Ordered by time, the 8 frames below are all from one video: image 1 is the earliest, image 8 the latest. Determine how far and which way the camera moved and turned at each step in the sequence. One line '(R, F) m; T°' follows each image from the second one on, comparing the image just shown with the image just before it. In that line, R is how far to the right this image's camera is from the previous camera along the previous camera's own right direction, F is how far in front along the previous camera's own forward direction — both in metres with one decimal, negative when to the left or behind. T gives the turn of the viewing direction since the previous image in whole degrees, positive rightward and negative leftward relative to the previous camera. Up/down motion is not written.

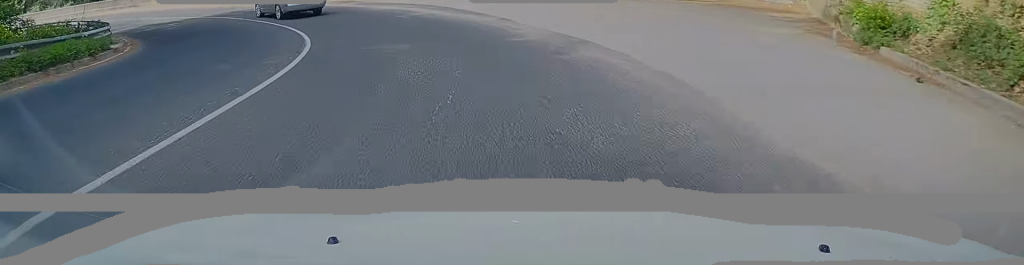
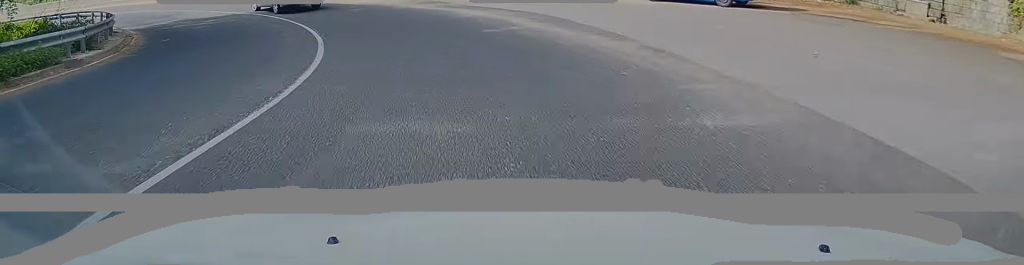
(-0.7, +6.9) m; -10°
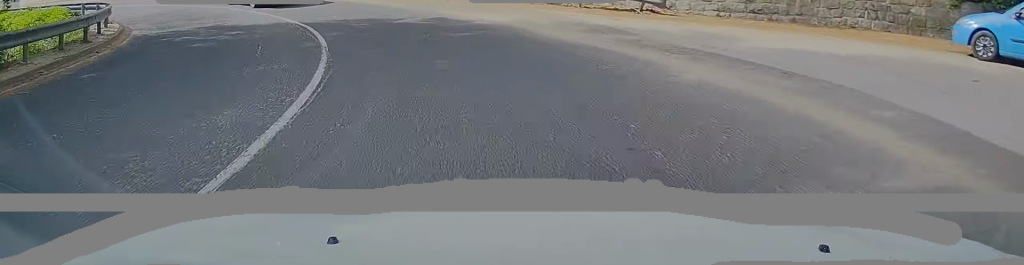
(-1.4, +9.6) m; -17°
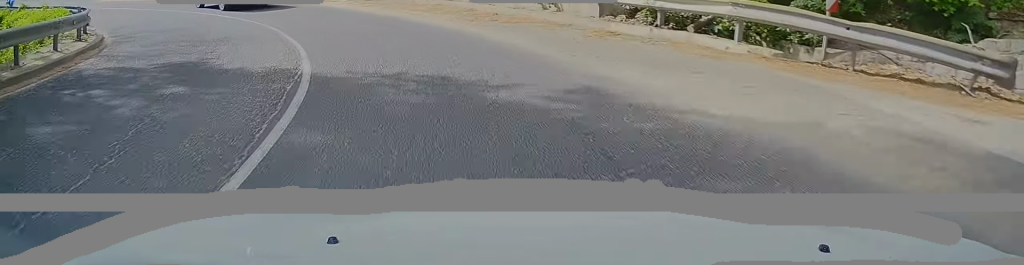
(-1.0, +8.1) m; -14°
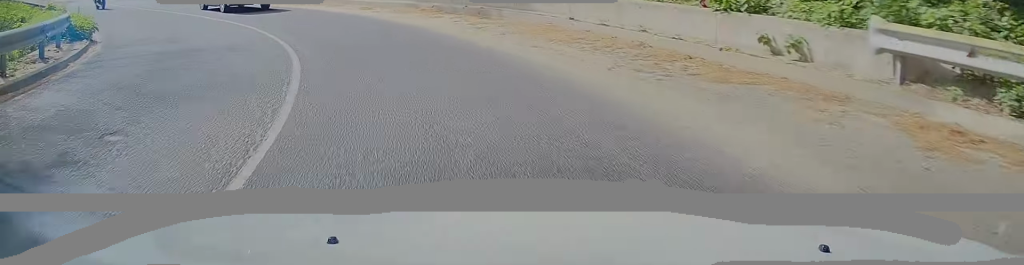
(-0.4, +6.6) m; -11°
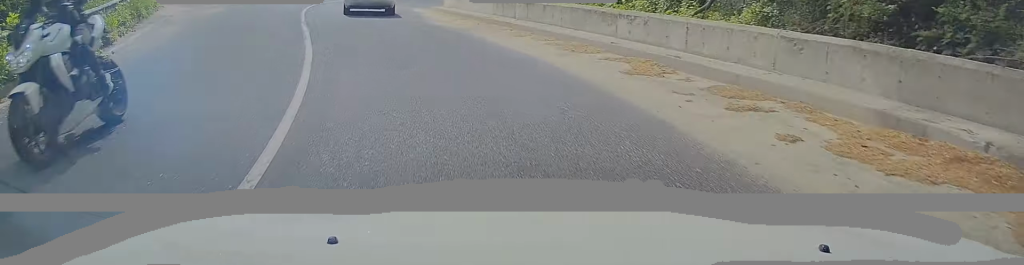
(-3.1, +12.8) m; -25°
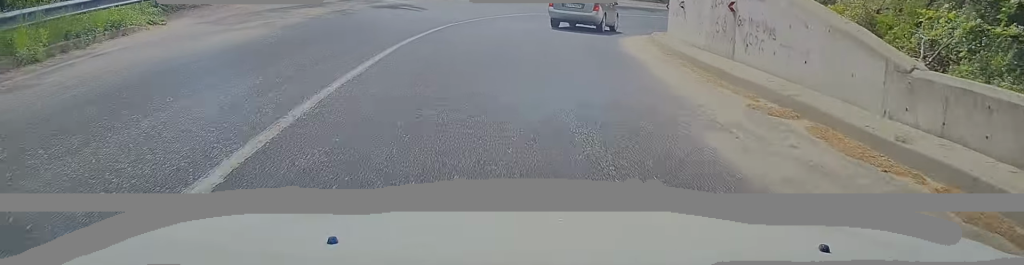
(-2.0, +12.6) m; -14°
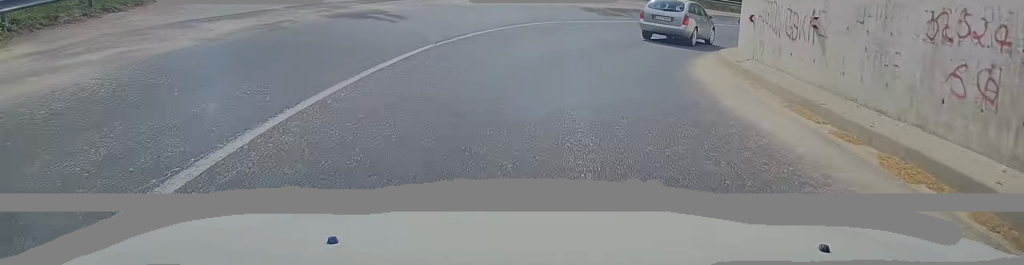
(-0.3, +6.6) m; -1°
